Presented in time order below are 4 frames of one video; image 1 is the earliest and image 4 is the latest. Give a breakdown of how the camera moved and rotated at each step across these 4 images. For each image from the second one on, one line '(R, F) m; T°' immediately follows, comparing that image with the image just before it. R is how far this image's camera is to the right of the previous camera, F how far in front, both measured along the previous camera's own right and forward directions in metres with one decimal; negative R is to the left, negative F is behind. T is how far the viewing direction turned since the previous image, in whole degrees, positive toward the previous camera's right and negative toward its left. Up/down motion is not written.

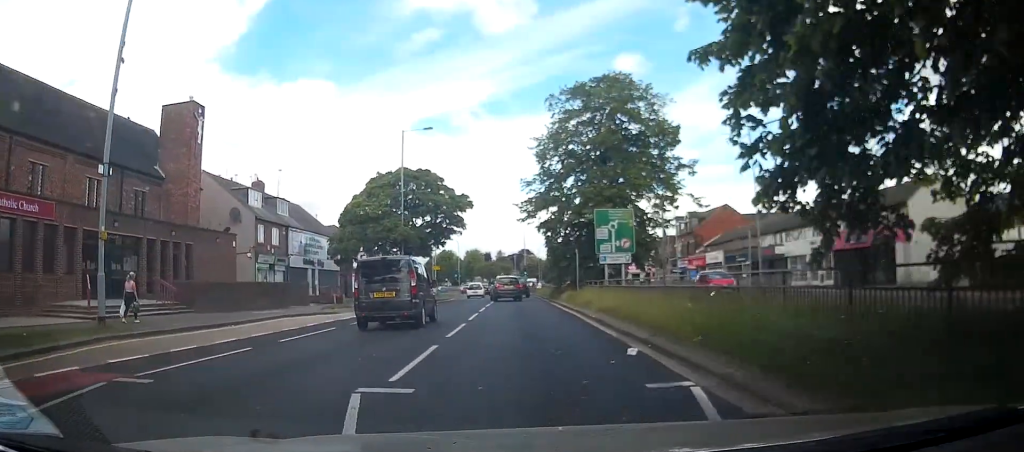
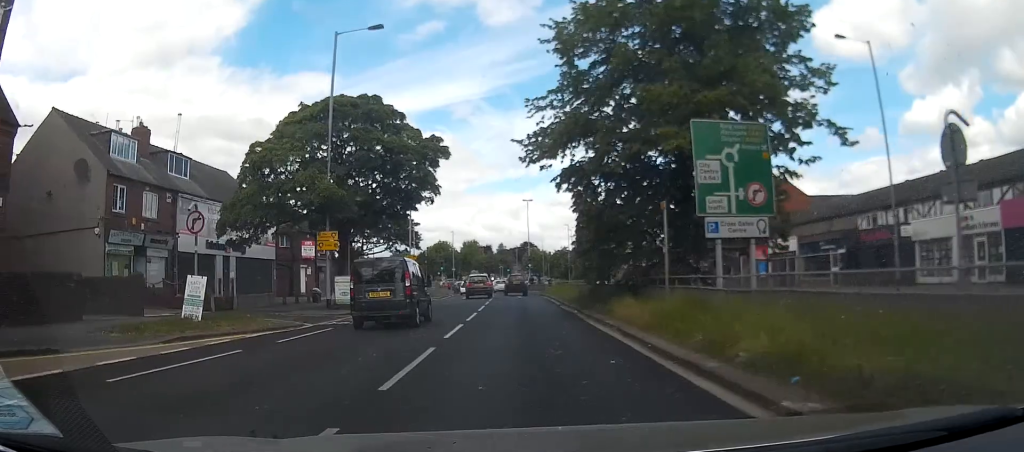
(-0.1, +19.0) m; -1°
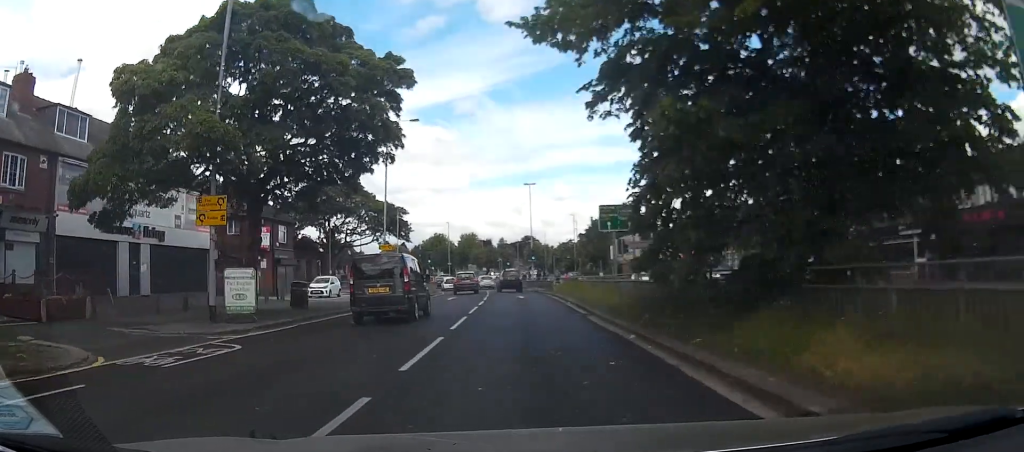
(-0.1, +10.7) m; +1°
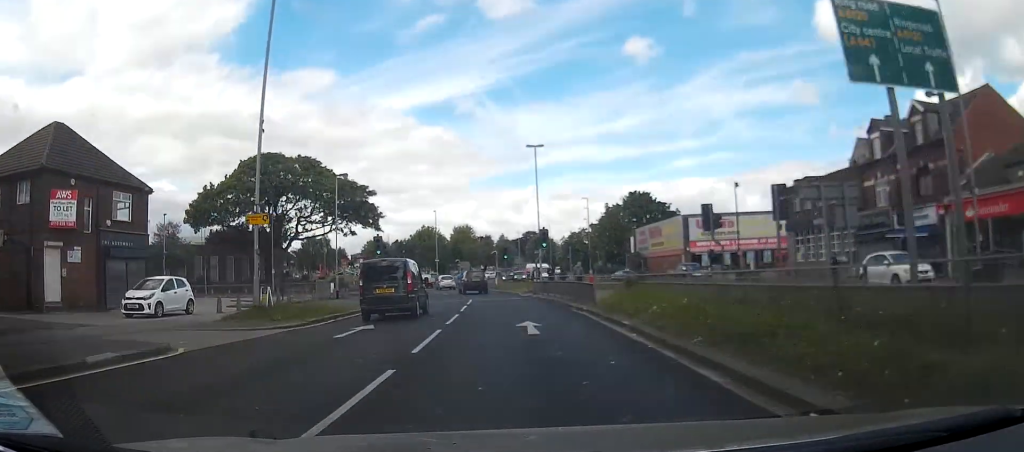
(+0.3, +22.3) m; -1°
